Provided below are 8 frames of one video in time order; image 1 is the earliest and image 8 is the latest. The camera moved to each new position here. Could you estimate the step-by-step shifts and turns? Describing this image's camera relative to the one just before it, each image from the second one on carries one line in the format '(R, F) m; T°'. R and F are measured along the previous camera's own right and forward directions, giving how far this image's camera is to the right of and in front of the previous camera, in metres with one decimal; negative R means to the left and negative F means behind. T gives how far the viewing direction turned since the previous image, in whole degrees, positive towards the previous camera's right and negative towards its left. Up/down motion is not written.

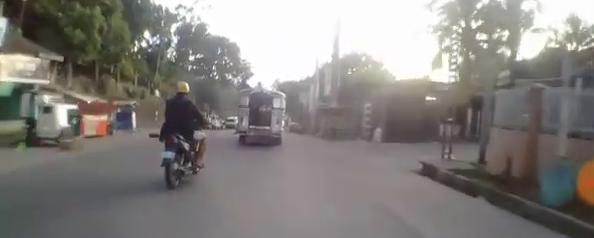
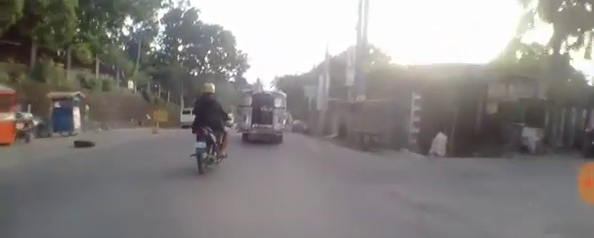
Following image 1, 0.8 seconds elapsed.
(+0.1, +6.0) m; +1°
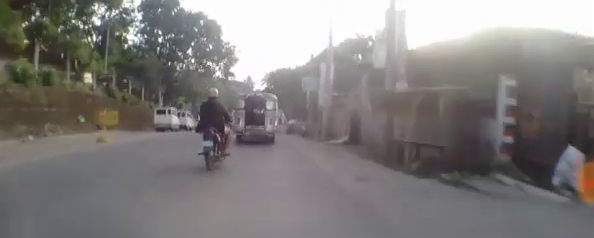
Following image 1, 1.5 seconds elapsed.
(0.0, +5.2) m; +1°
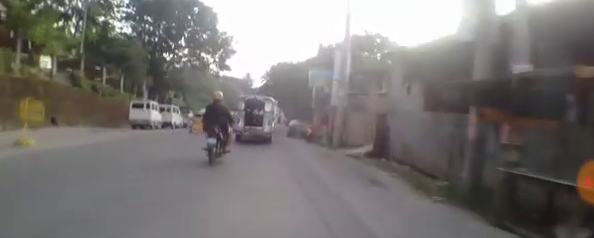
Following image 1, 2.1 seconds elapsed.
(0.0, +4.6) m; 0°
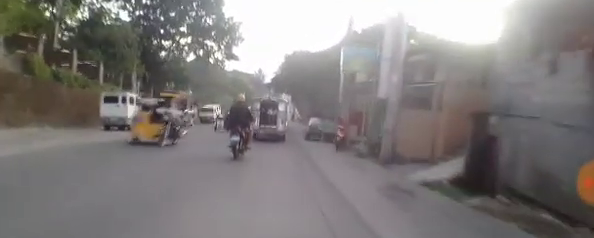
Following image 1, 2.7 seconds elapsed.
(0.0, +5.3) m; 0°
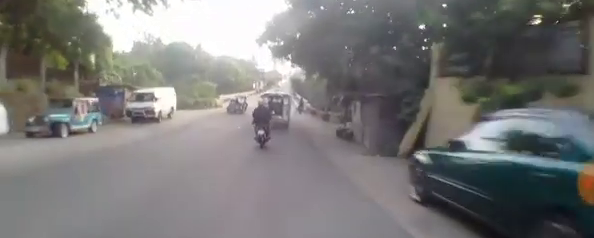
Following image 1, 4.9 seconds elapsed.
(-0.7, +17.5) m; -4°
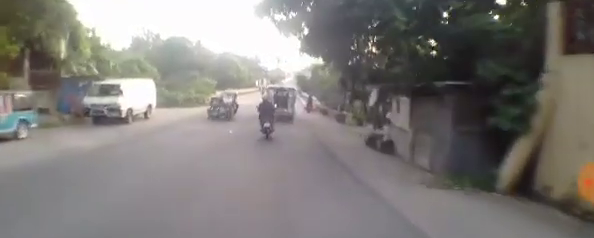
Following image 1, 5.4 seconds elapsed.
(-0.1, +4.8) m; 0°
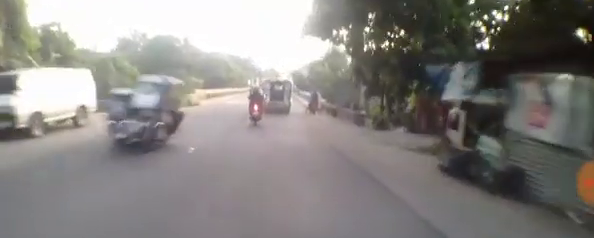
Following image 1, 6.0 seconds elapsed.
(+0.1, +5.5) m; +2°
